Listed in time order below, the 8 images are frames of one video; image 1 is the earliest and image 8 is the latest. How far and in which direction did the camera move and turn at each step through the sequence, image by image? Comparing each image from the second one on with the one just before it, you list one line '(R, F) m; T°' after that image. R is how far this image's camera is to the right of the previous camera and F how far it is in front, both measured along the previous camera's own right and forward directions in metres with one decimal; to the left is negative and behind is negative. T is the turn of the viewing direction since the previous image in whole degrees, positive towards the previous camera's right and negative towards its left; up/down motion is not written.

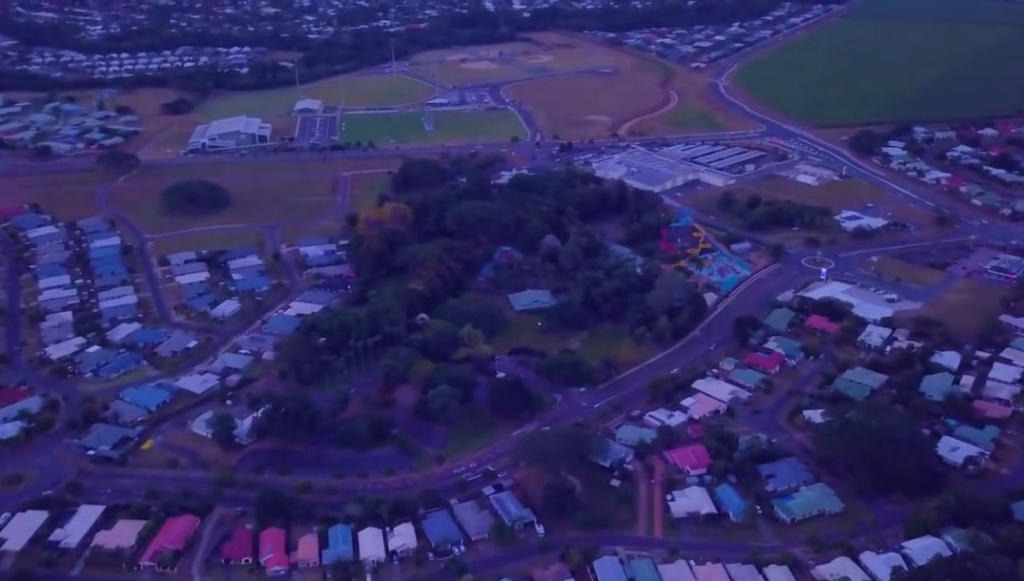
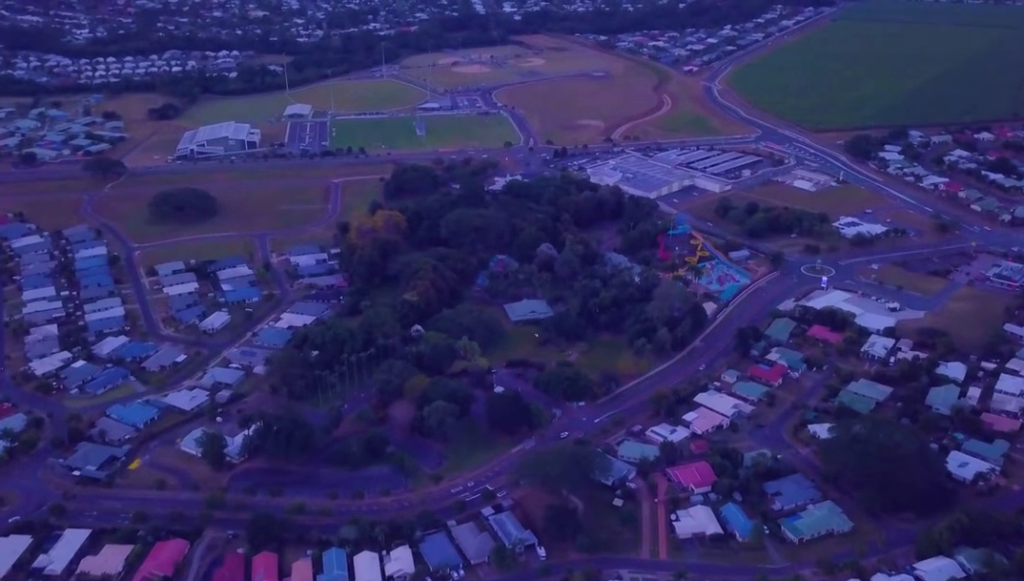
(0.0, +4.3) m; 0°
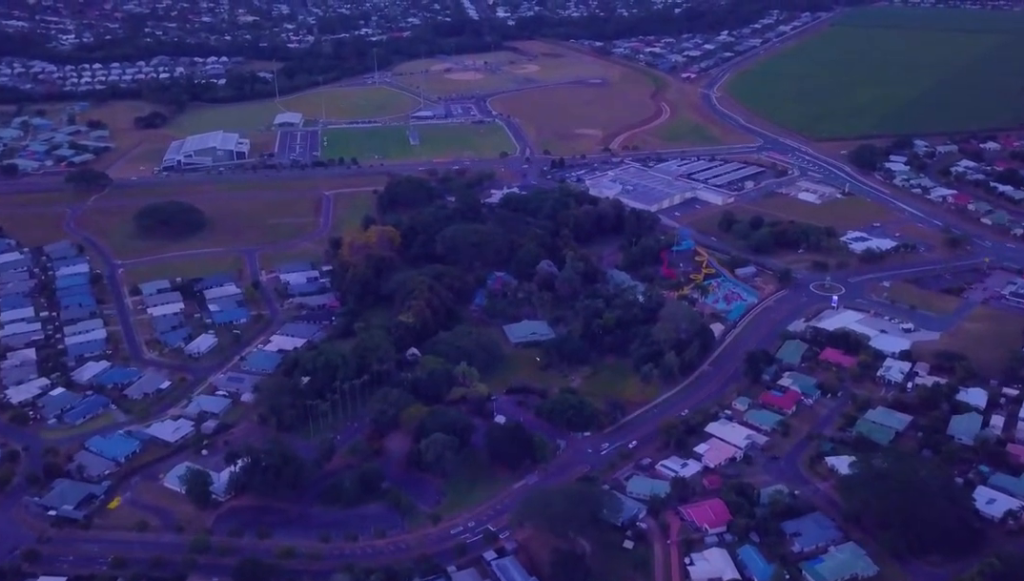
(0.0, +10.6) m; 0°
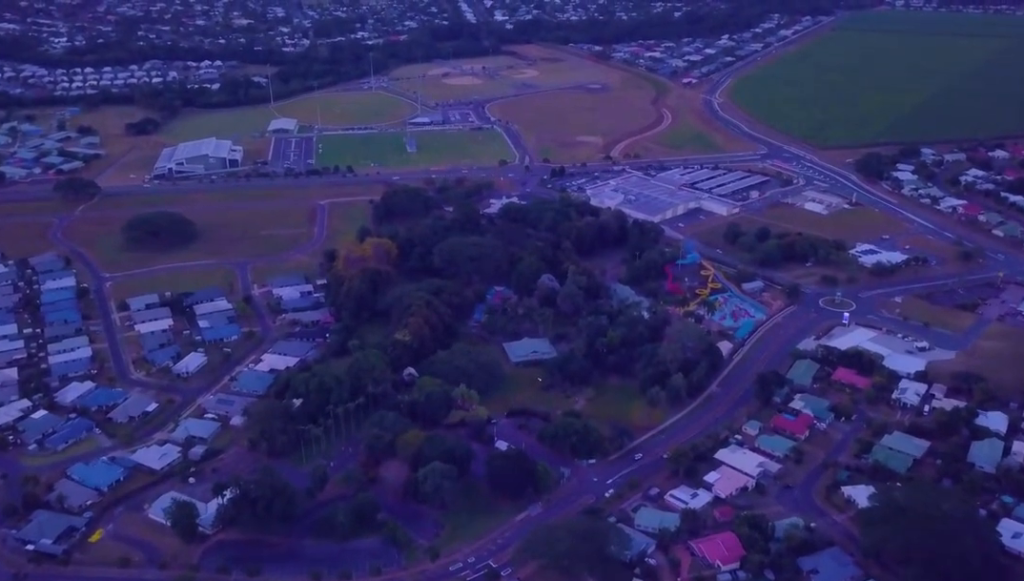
(0.0, +9.9) m; 0°
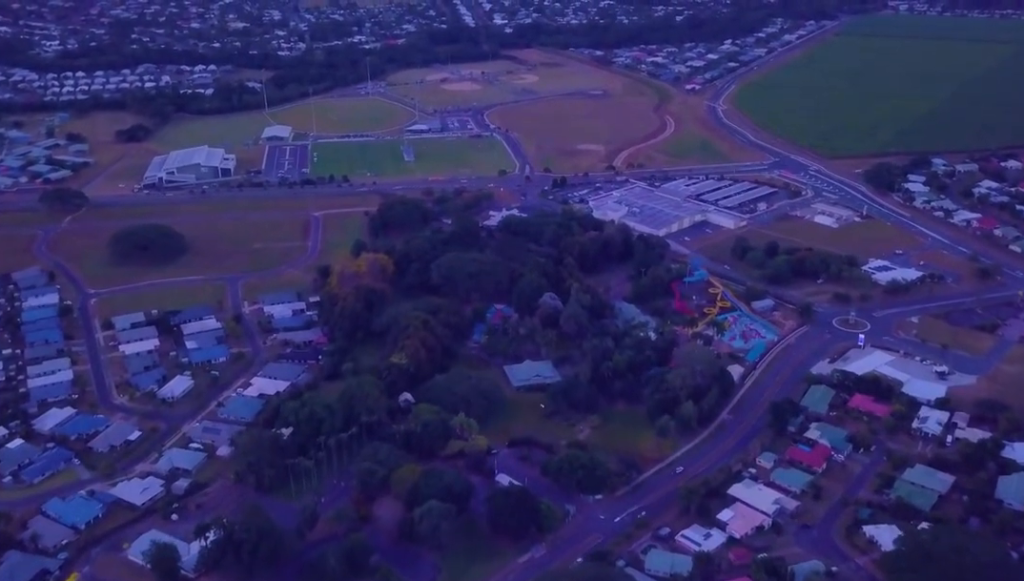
(0.0, +12.6) m; 0°
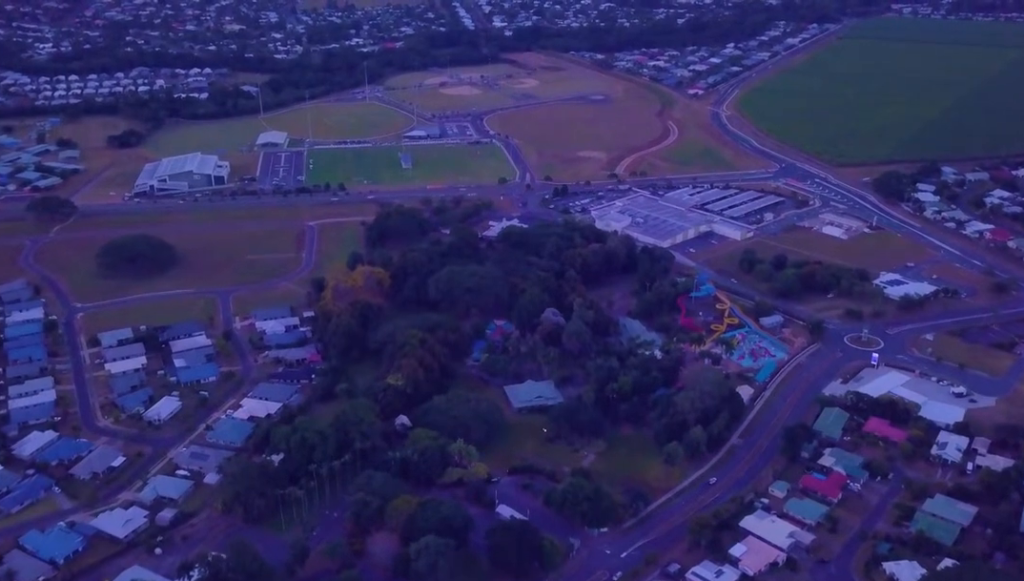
(0.0, +10.7) m; 0°
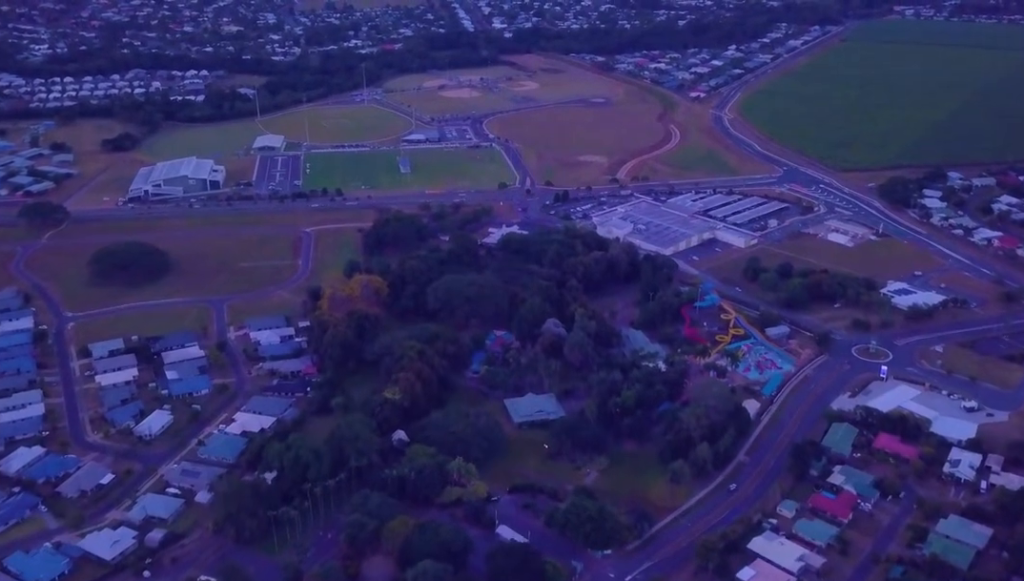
(0.0, +6.8) m; 0°
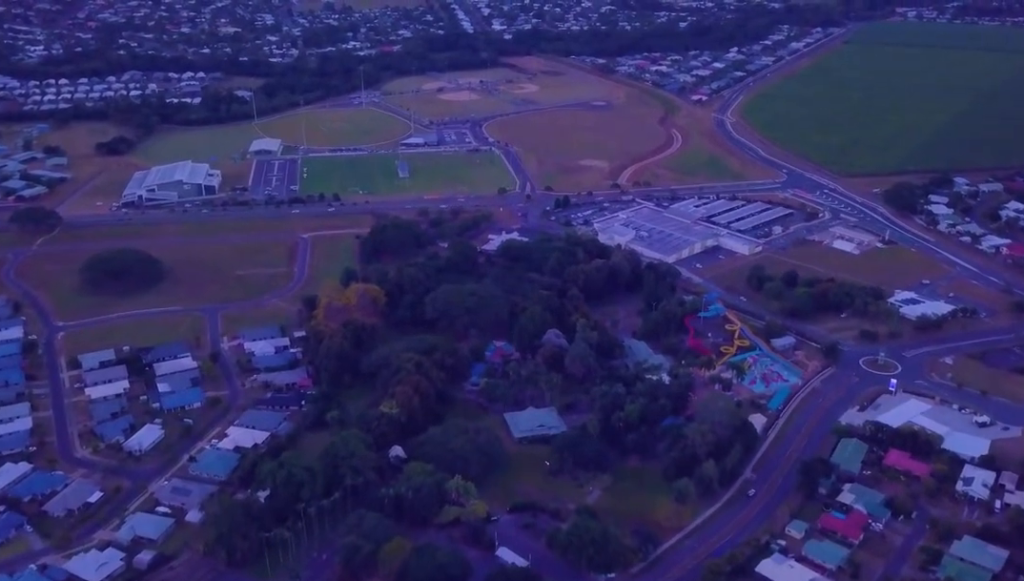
(0.0, +6.7) m; 0°
